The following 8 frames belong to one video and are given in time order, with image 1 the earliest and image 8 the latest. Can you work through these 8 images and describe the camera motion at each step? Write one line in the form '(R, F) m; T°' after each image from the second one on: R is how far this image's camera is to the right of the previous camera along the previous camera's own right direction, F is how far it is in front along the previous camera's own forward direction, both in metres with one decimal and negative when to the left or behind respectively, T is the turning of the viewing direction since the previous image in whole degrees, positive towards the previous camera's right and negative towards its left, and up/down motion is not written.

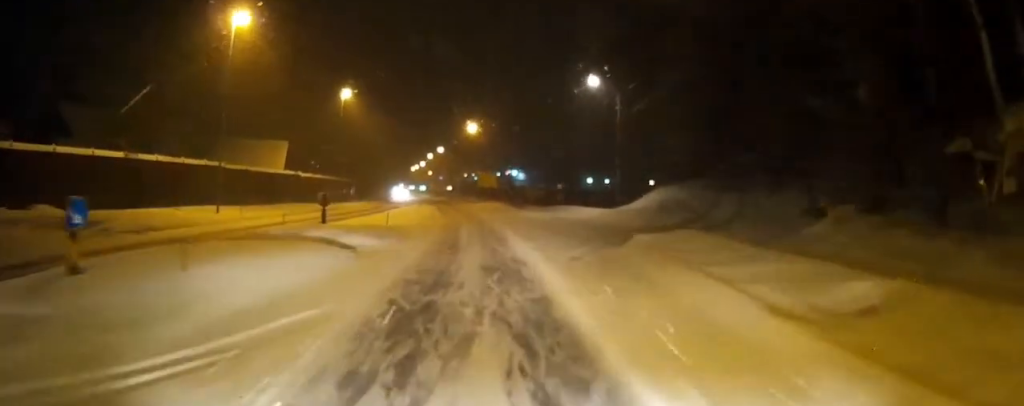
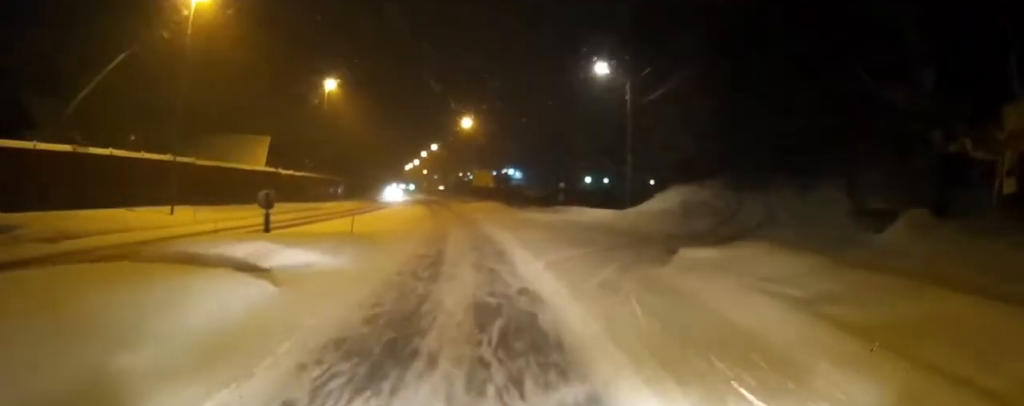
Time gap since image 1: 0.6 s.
(0.0, +4.7) m; +4°
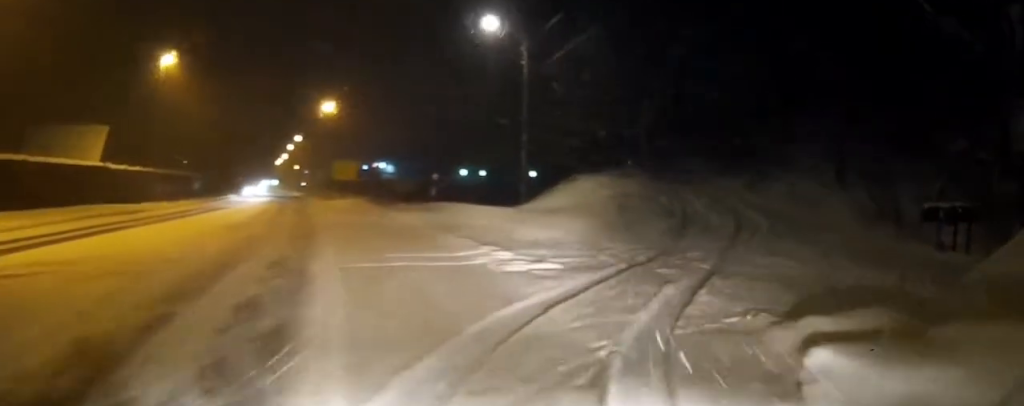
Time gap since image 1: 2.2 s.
(+1.2, +9.5) m; +13°
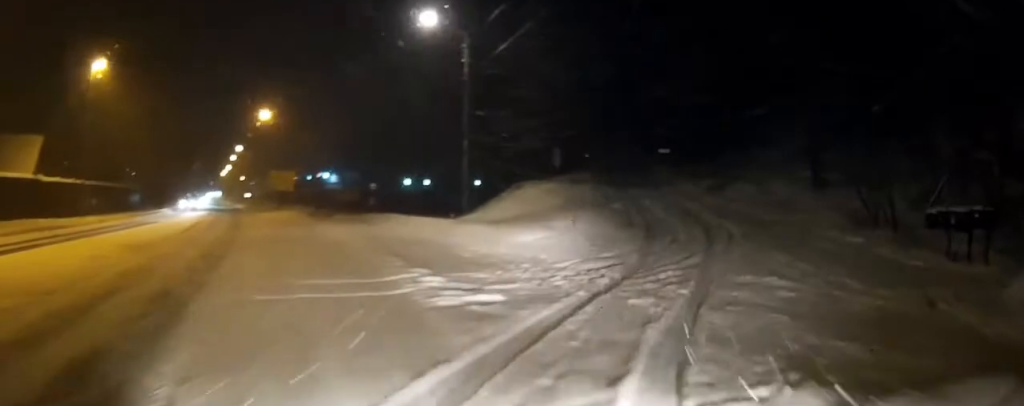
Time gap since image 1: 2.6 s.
(0.0, +2.4) m; +4°
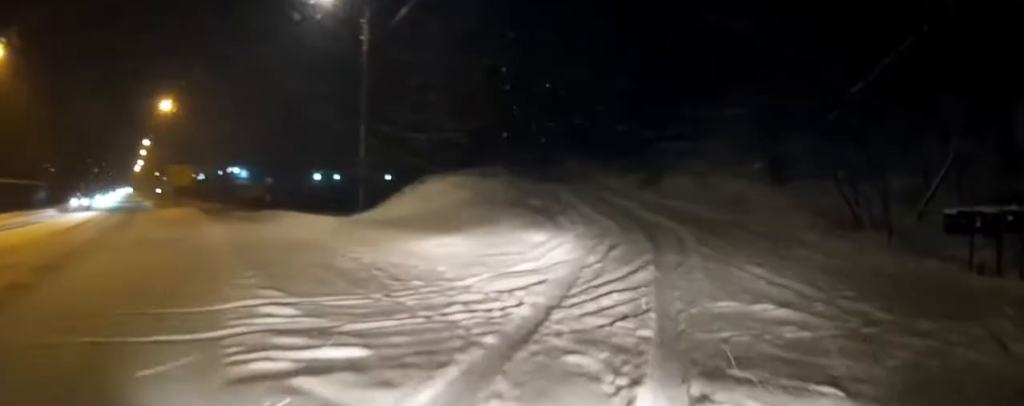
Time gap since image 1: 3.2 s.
(+0.3, +3.3) m; +4°
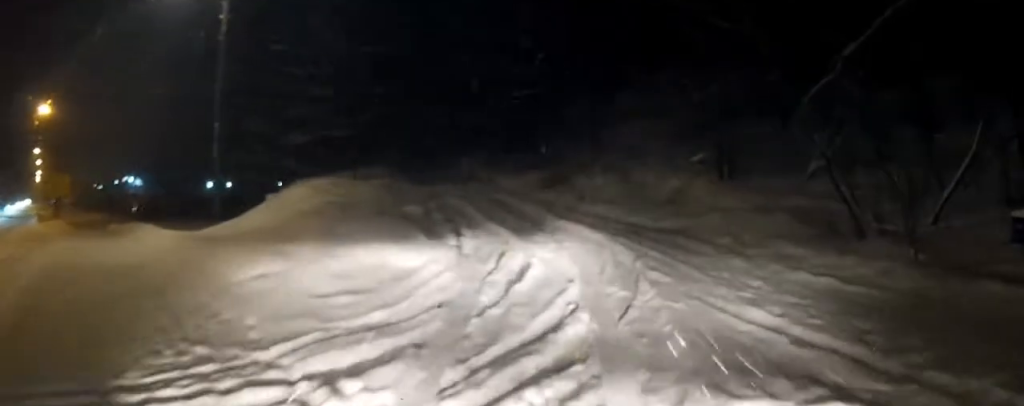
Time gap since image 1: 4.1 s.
(+0.2, +4.4) m; +3°
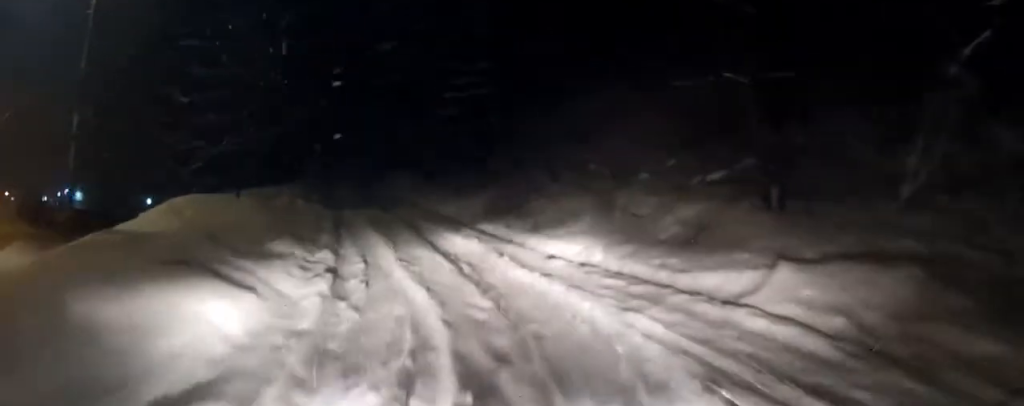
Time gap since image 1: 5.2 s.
(+0.1, +5.4) m; 0°
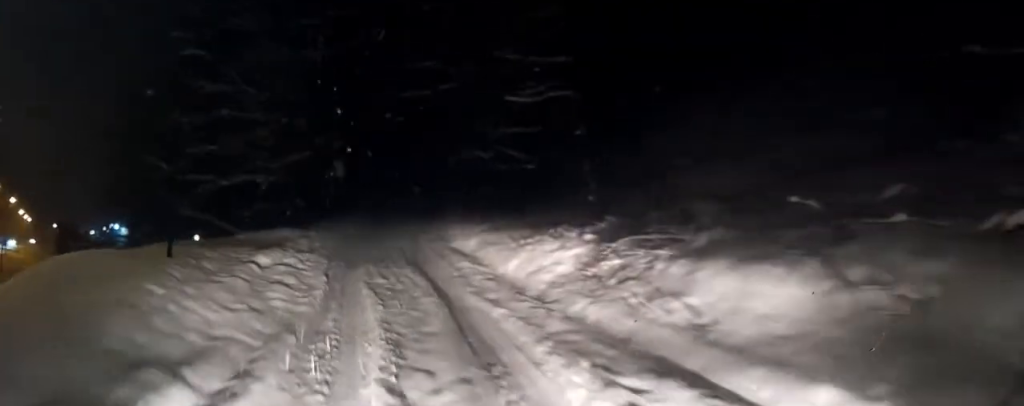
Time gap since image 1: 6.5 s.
(-0.2, +6.1) m; -4°
